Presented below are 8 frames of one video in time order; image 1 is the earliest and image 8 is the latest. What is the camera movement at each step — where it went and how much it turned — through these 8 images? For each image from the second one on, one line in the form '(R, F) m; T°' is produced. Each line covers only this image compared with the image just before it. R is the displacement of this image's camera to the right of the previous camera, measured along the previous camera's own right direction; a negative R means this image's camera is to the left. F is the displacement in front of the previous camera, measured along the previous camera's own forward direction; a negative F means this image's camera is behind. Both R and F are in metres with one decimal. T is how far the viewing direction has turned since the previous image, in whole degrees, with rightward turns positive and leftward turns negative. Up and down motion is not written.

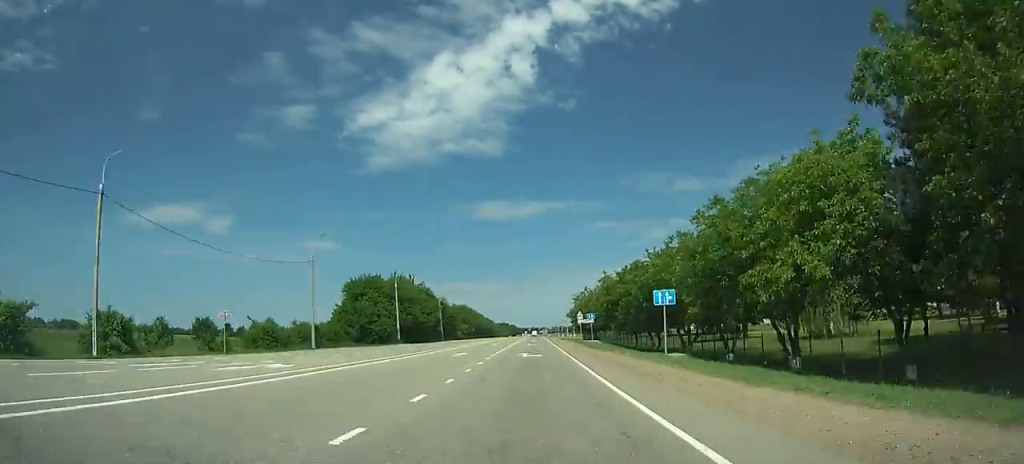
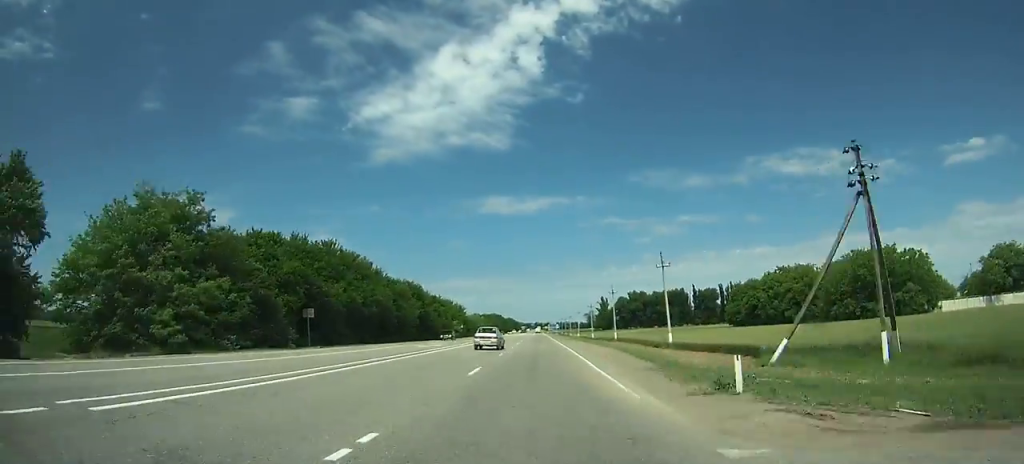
(-0.4, +131.8) m; 0°
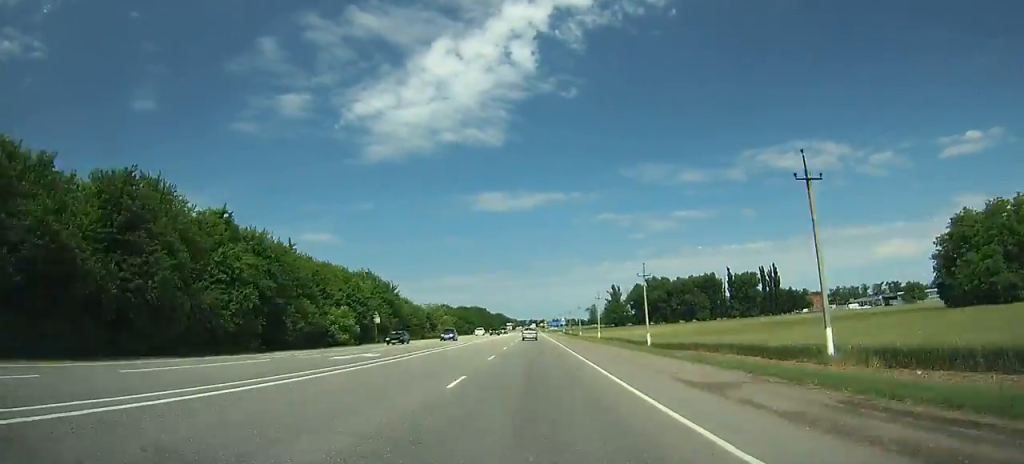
(+0.2, +79.8) m; 0°
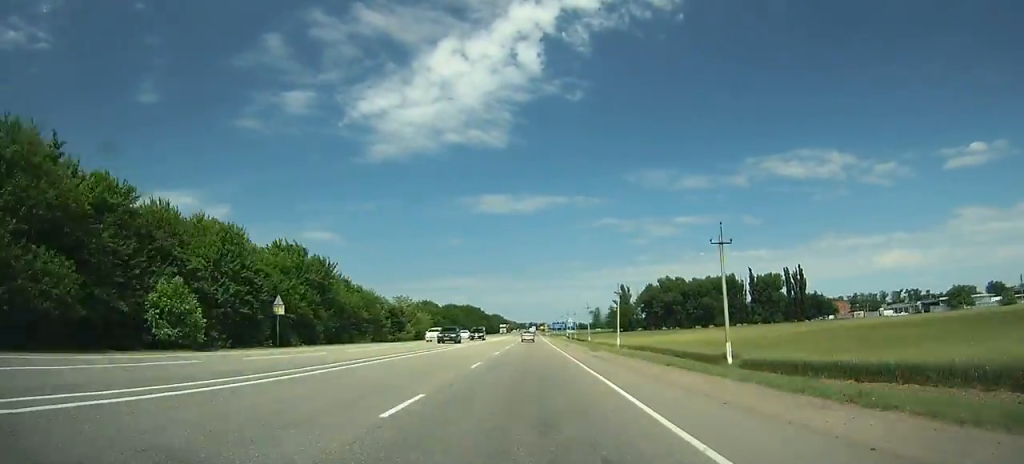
(0.0, +29.8) m; 0°
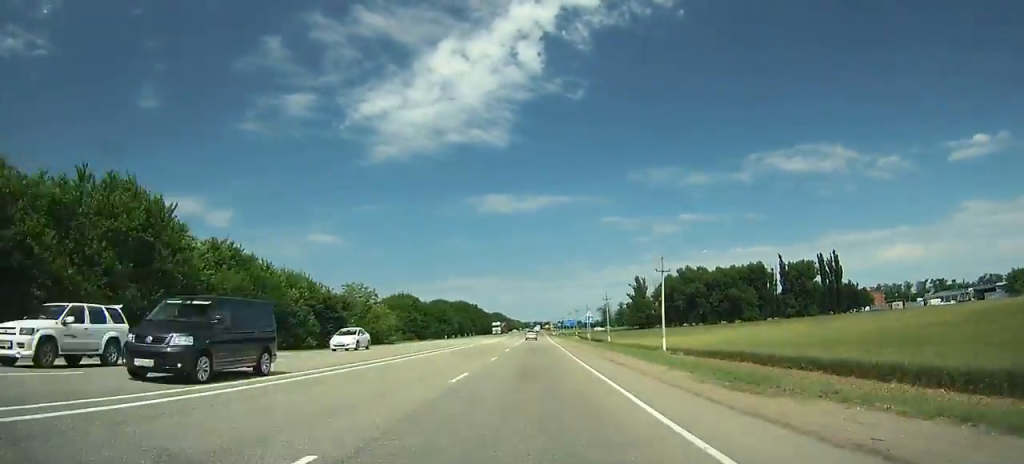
(0.0, +29.7) m; 0°
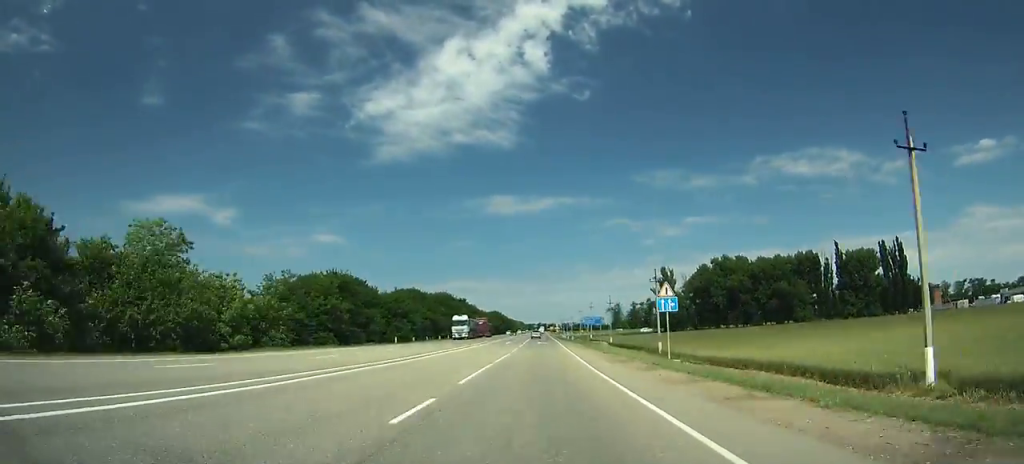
(-0.1, +42.3) m; 0°
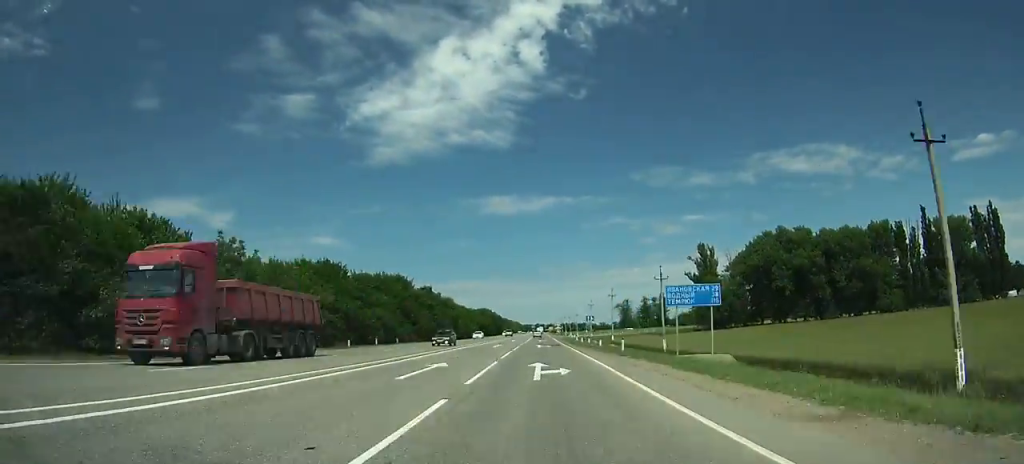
(-0.1, +48.0) m; 0°
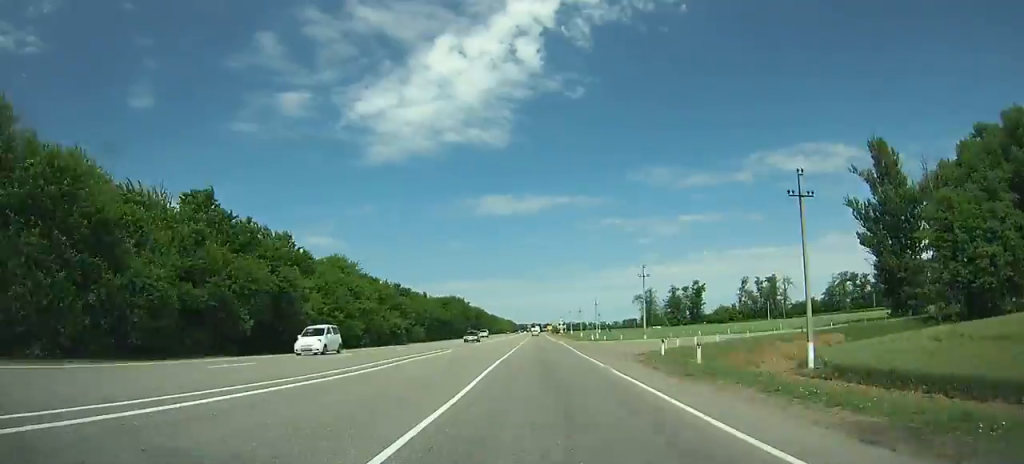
(+0.4, +77.0) m; +1°
